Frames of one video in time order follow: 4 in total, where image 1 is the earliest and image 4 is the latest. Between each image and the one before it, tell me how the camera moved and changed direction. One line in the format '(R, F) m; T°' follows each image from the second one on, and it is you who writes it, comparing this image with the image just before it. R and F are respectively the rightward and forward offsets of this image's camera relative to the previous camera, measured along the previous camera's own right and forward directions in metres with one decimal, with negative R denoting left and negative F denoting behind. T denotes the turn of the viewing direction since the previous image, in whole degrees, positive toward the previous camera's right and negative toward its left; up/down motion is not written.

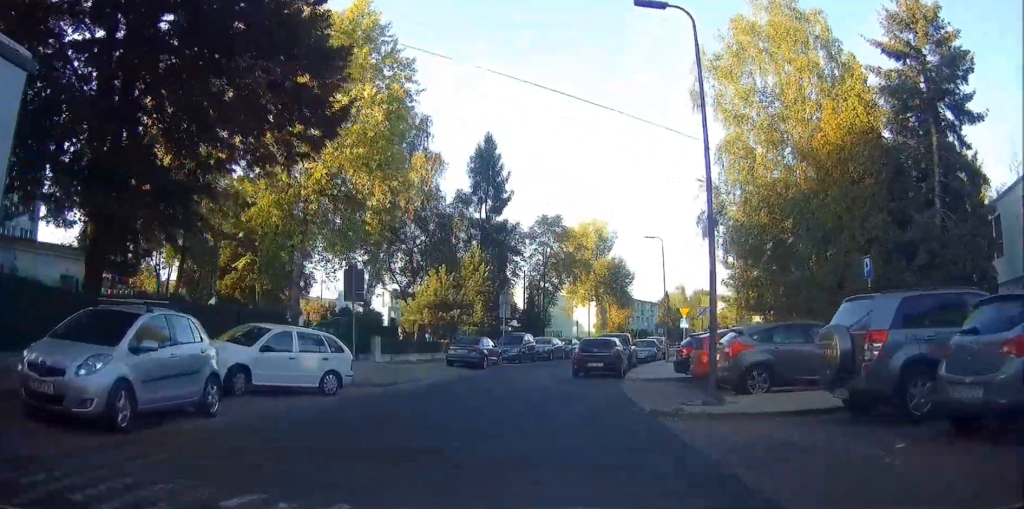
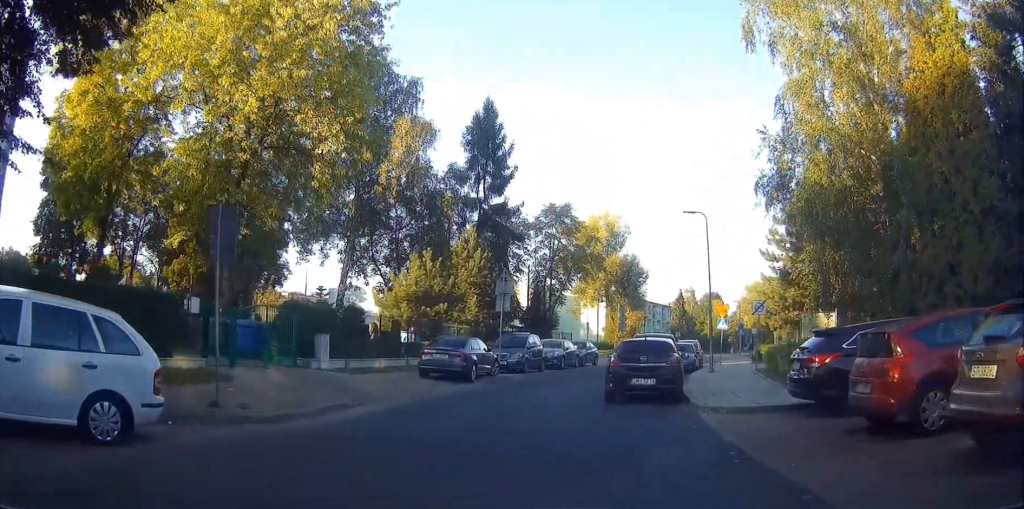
(0.0, +12.6) m; 0°
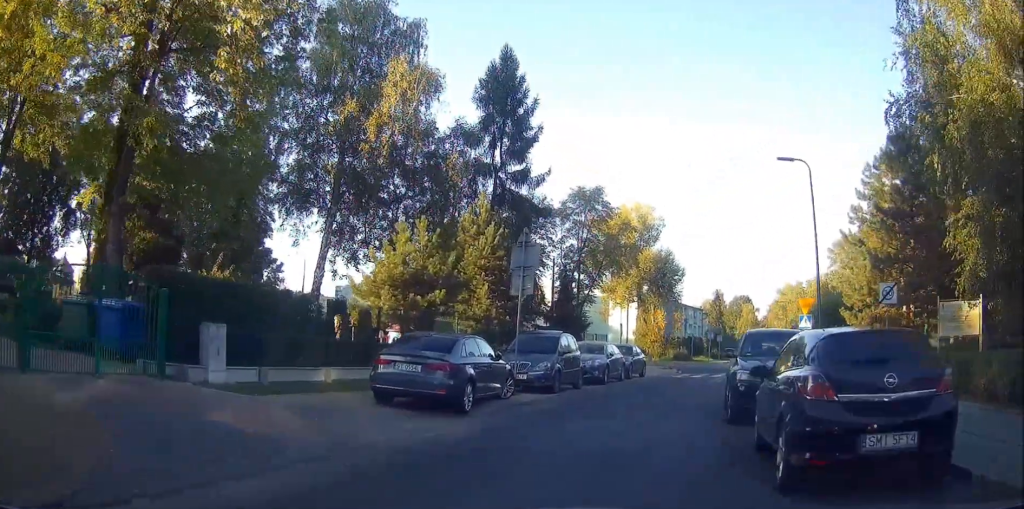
(0.0, +13.5) m; +2°
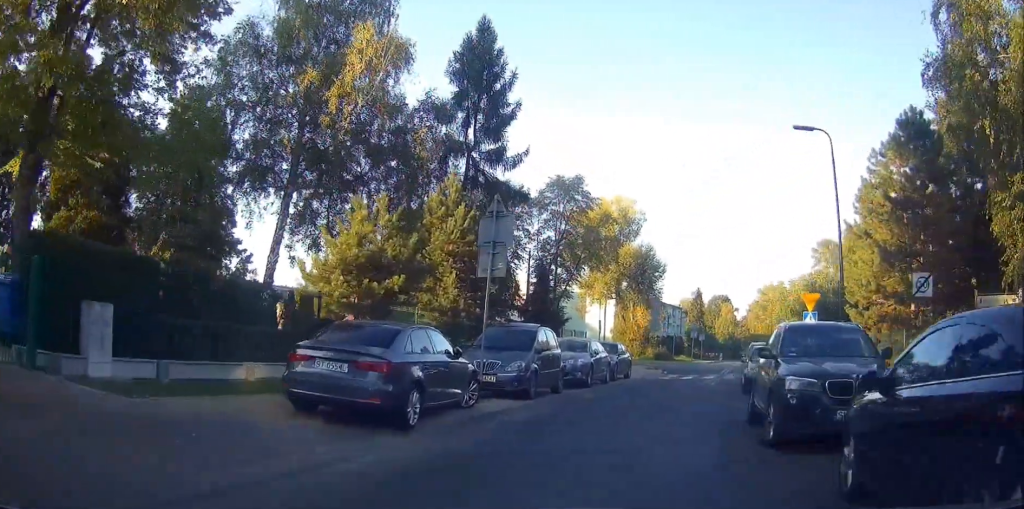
(+0.1, +3.9) m; +1°
